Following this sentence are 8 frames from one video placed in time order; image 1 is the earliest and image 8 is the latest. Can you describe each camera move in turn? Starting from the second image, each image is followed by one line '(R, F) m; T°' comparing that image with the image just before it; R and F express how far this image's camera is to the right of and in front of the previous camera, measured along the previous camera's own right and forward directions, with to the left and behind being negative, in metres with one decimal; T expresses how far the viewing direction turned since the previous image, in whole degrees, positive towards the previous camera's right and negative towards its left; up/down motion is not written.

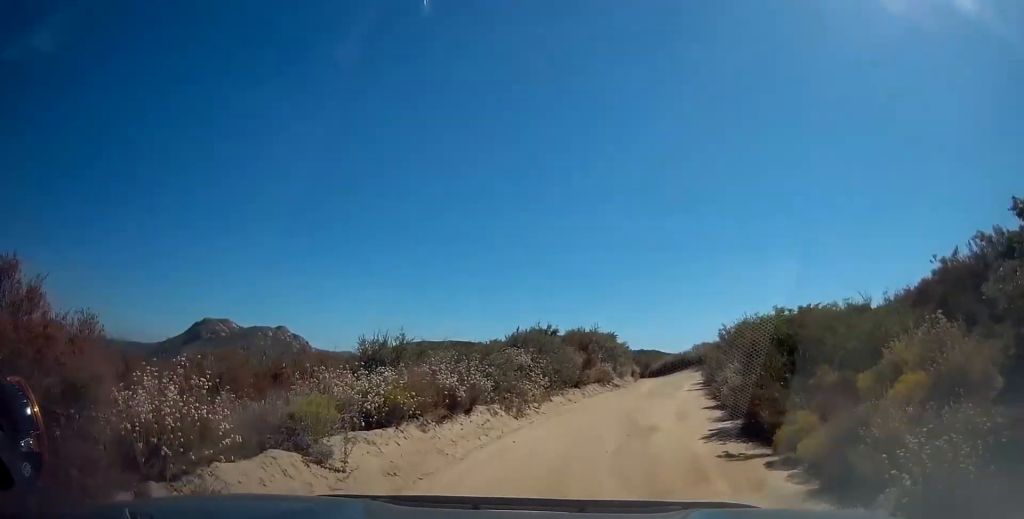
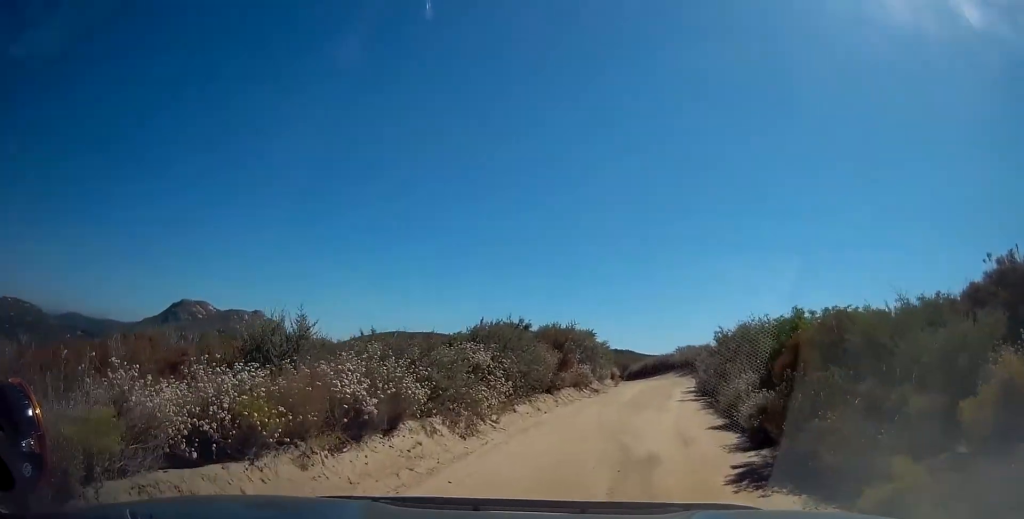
(+0.2, +3.5) m; +4°
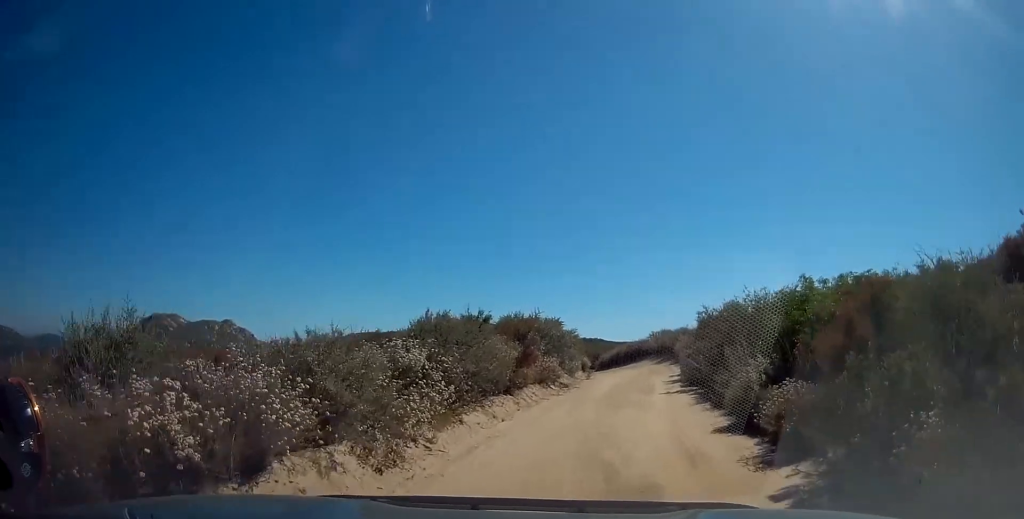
(+0.2, +2.9) m; +3°
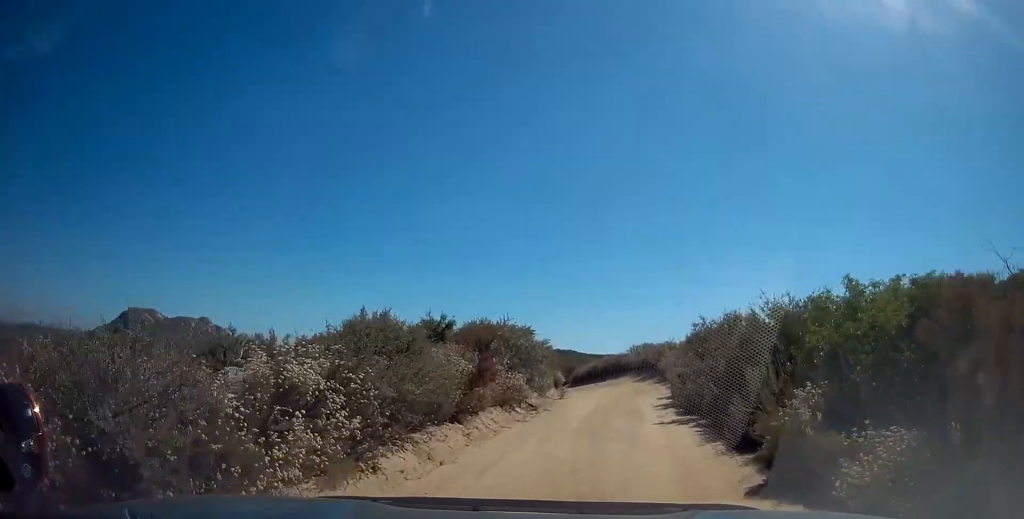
(+0.1, +3.3) m; +4°
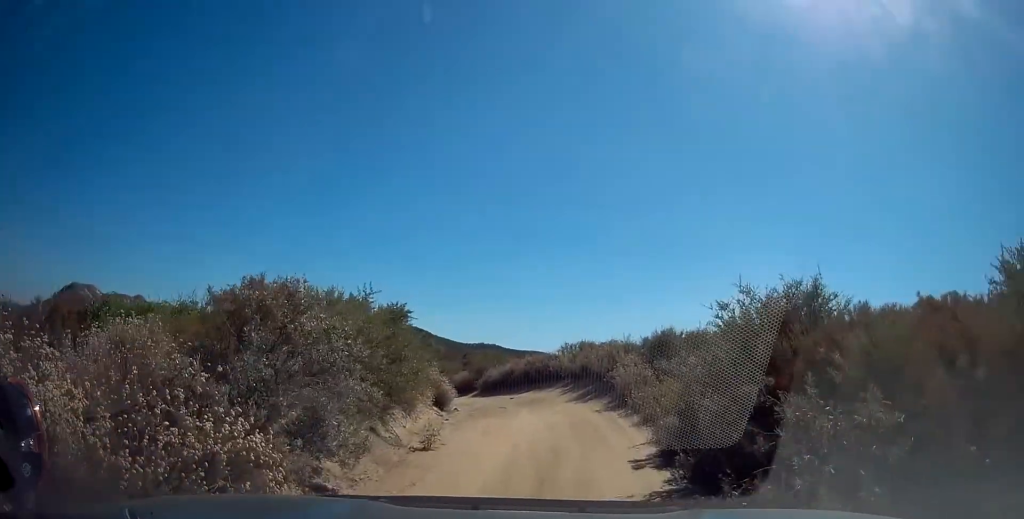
(+1.2, +9.7) m; +8°
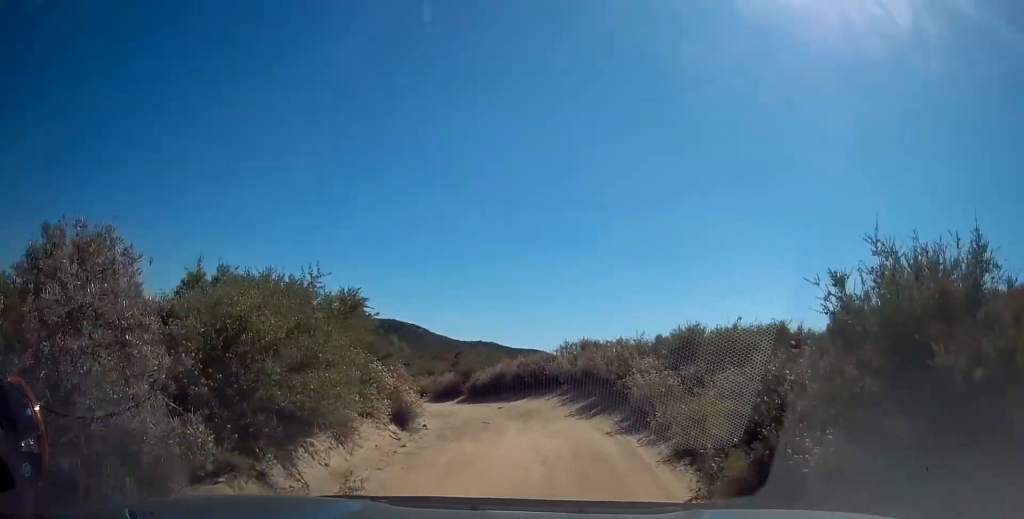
(-0.3, +3.6) m; -2°
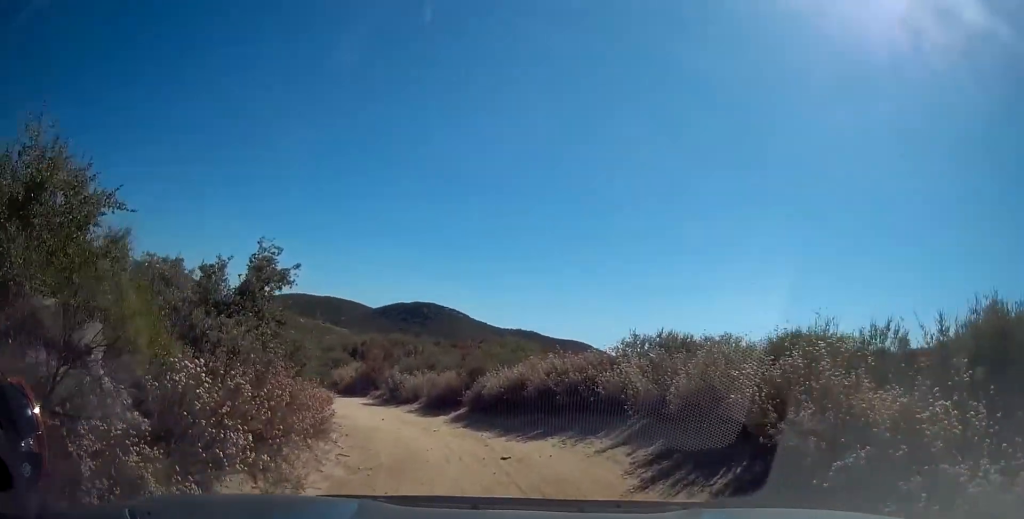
(-0.8, +9.5) m; -13°
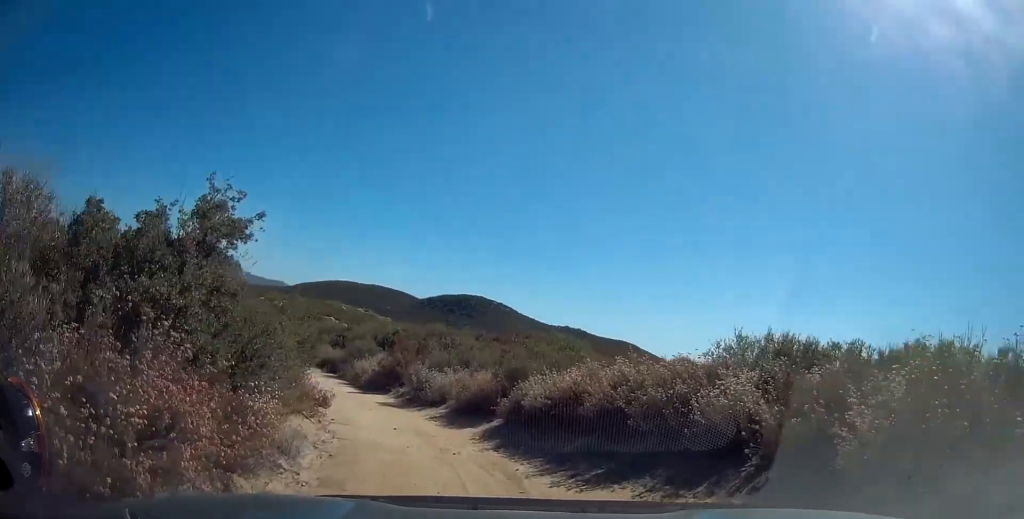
(-0.2, +3.7) m; -3°
